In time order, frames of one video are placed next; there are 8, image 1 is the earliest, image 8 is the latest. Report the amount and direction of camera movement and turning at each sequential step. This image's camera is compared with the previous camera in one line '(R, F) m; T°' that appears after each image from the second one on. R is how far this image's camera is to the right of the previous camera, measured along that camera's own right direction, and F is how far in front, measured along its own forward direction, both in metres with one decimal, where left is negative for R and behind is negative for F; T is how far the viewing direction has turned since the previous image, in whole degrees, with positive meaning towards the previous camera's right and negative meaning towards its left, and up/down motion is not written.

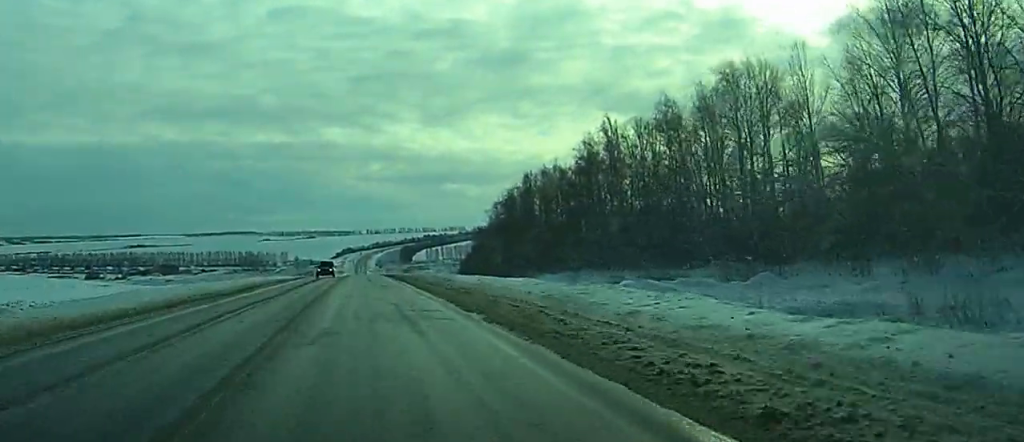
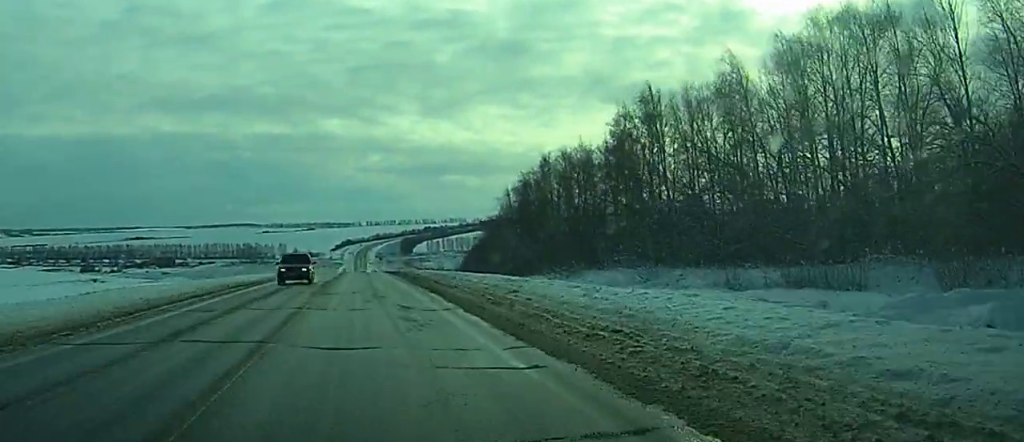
(+0.1, +19.3) m; 0°
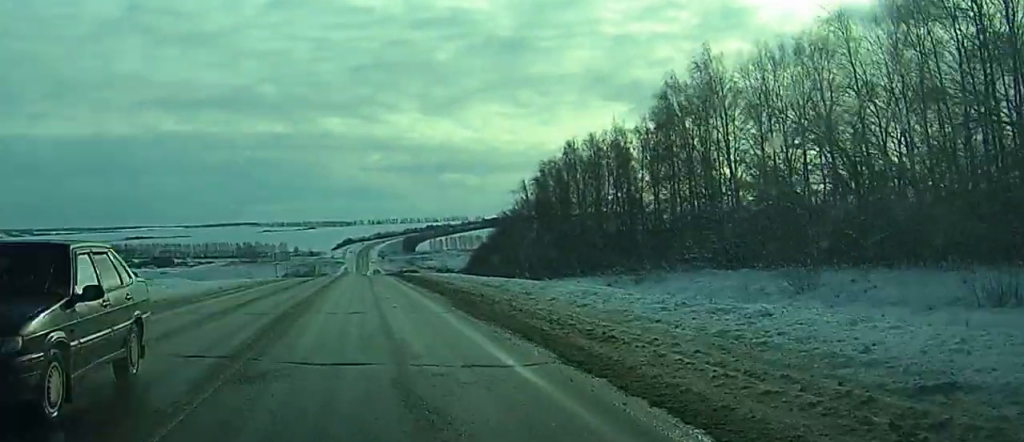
(-0.1, +19.4) m; 0°
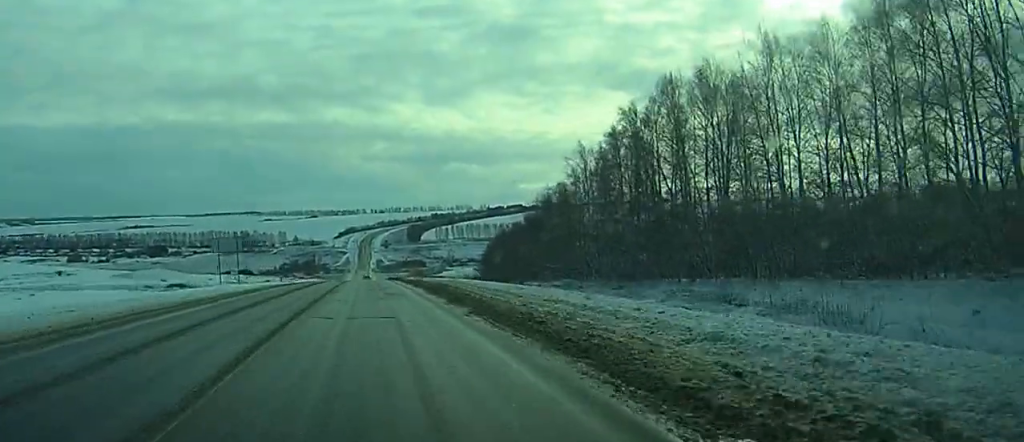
(-0.2, +48.7) m; 0°
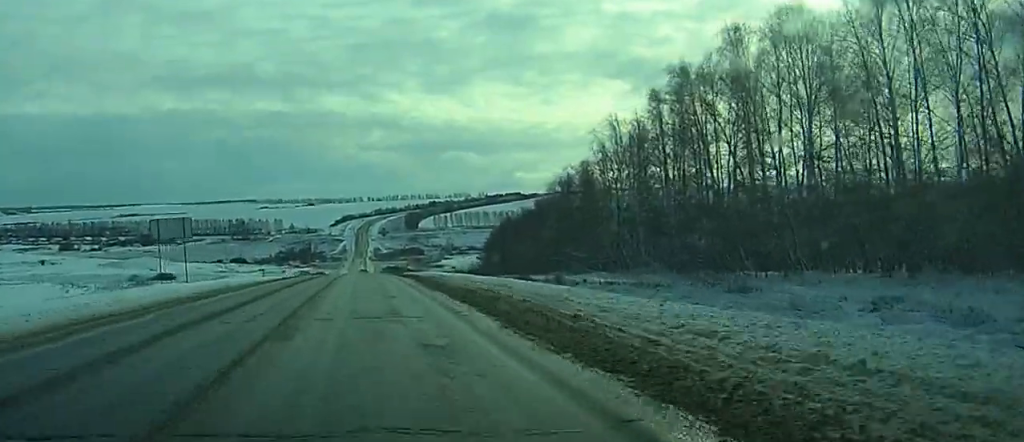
(0.0, +20.1) m; 0°
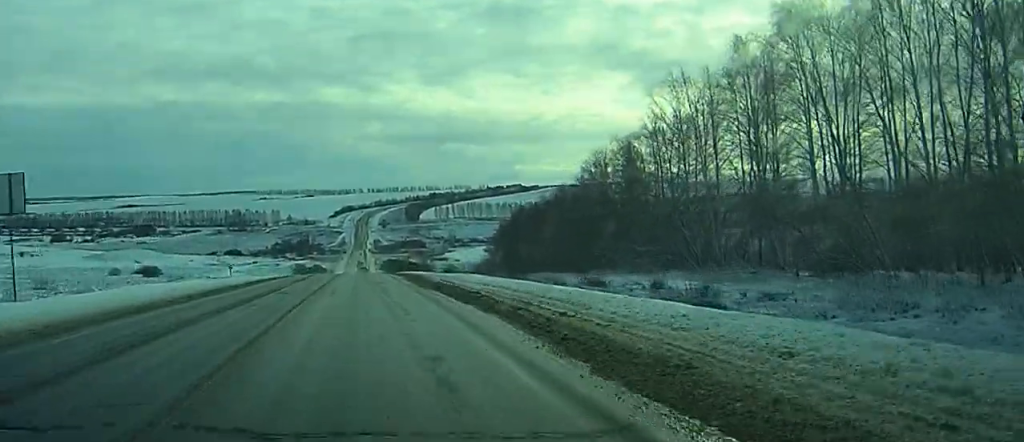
(0.0, +25.5) m; 0°
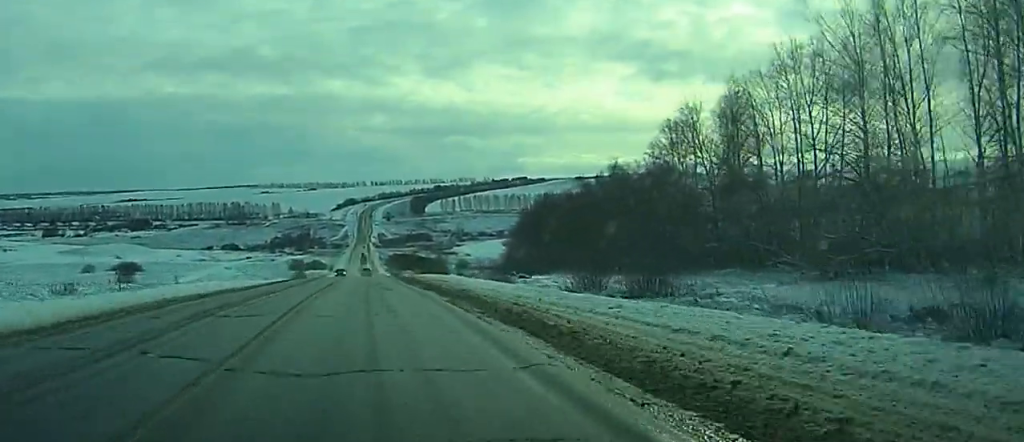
(-0.4, +37.2) m; -1°
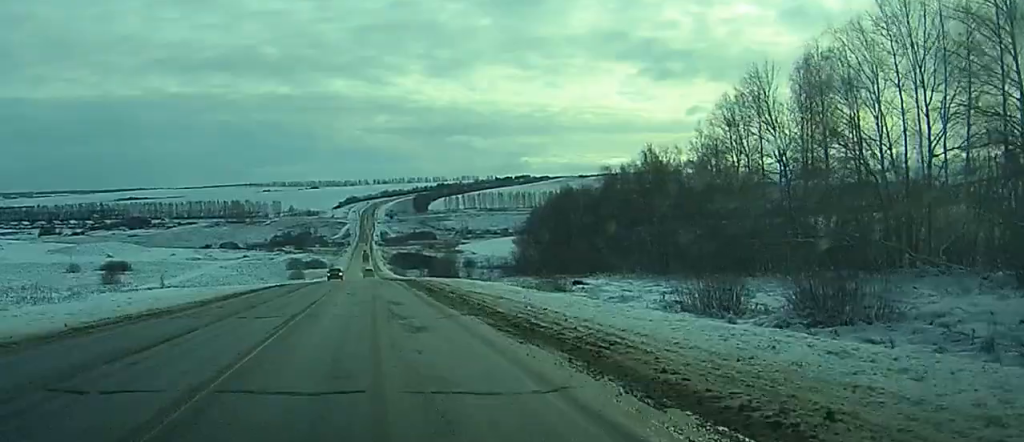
(-0.2, +17.2) m; -1°
